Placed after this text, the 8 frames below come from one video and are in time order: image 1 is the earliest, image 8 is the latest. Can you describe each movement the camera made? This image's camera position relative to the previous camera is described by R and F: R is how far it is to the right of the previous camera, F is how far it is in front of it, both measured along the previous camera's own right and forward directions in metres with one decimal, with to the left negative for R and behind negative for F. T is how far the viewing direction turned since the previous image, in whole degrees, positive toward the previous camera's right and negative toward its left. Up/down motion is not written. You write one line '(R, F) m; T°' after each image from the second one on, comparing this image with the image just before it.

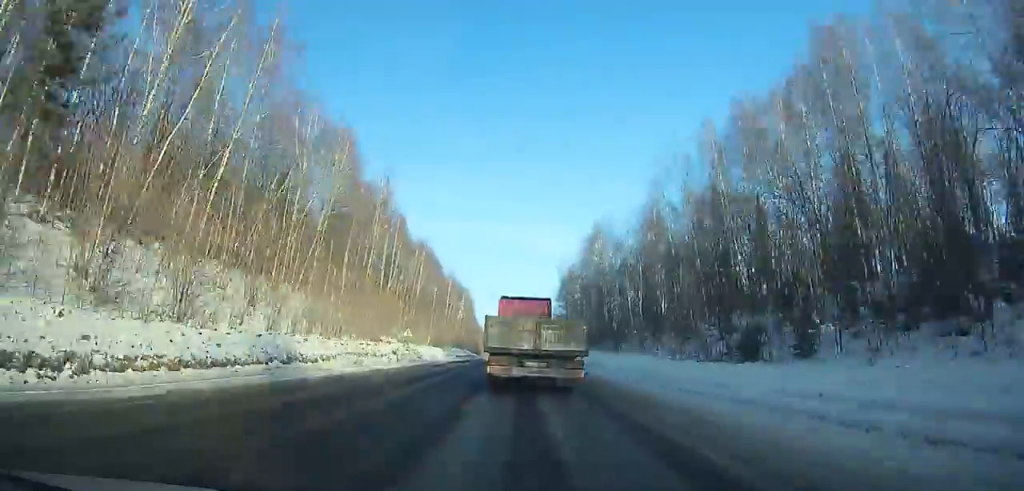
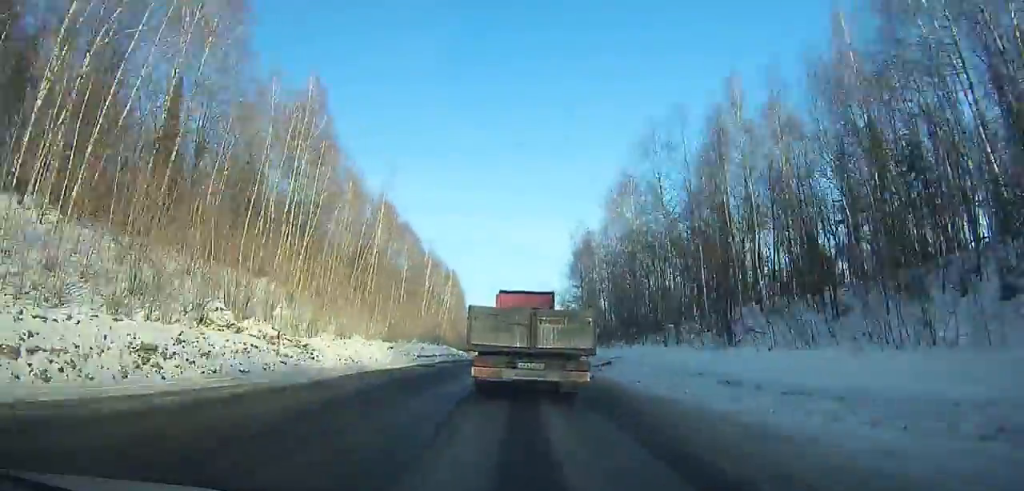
(-0.1, +28.6) m; 0°
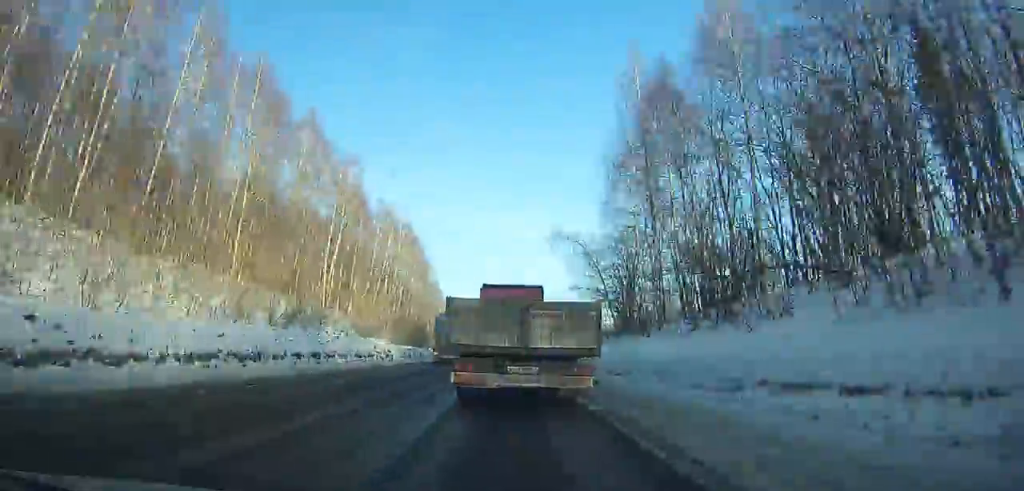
(+0.2, +48.2) m; +1°
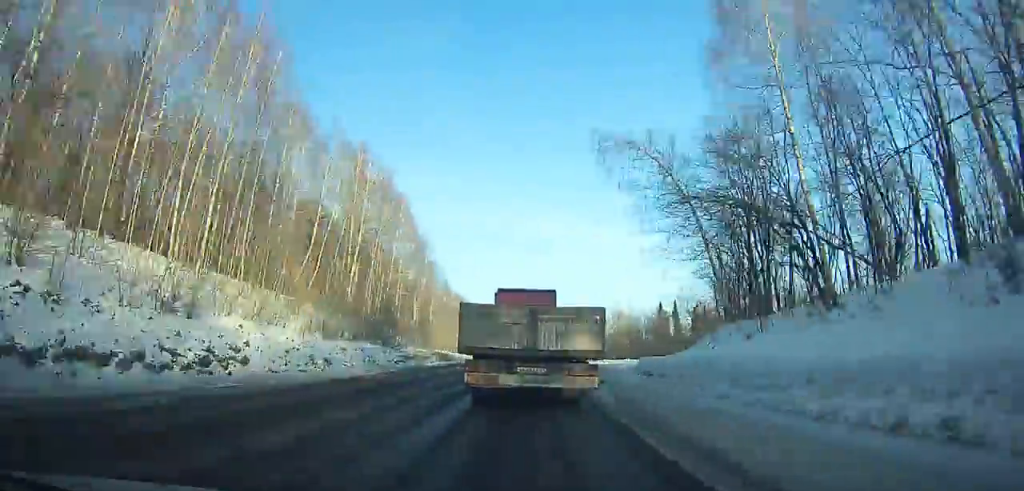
(-0.5, +28.4) m; +4°
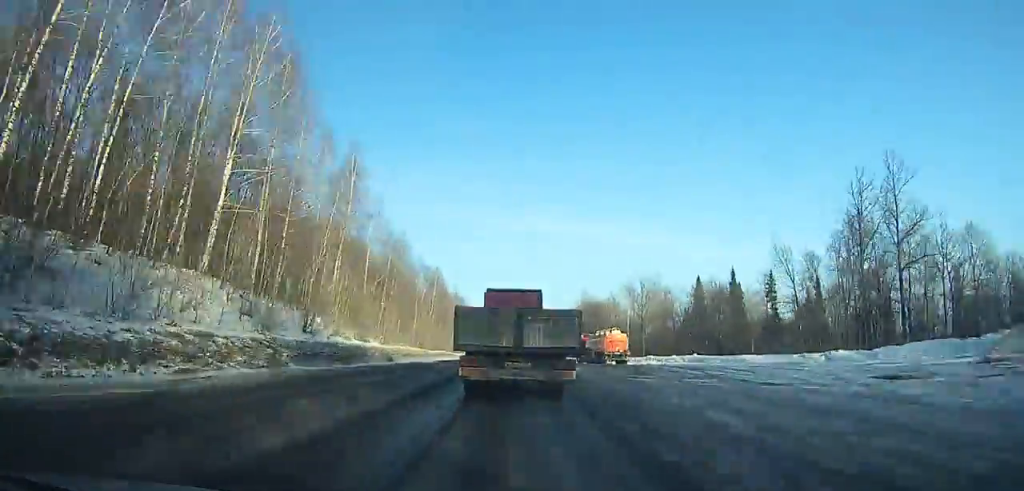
(+3.2, +41.3) m; -3°
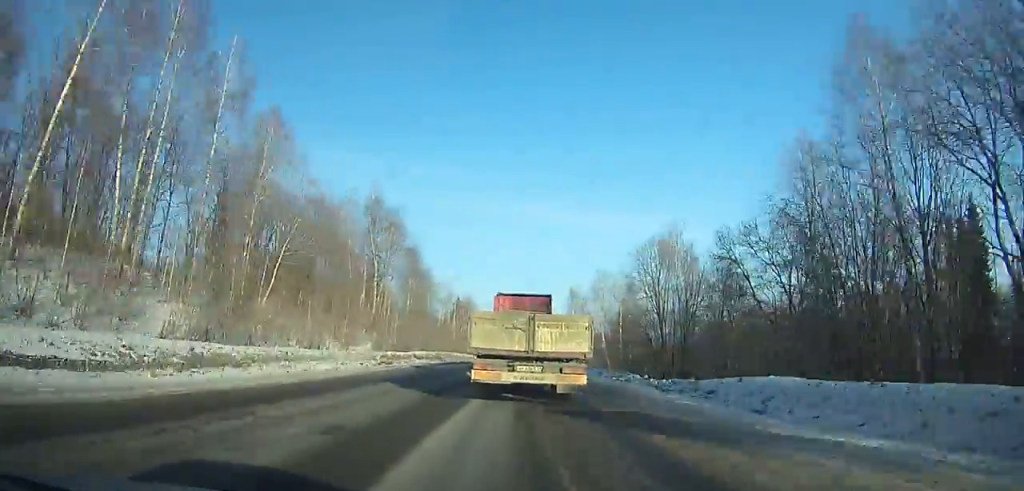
(-9.1, +103.4) m; -1°
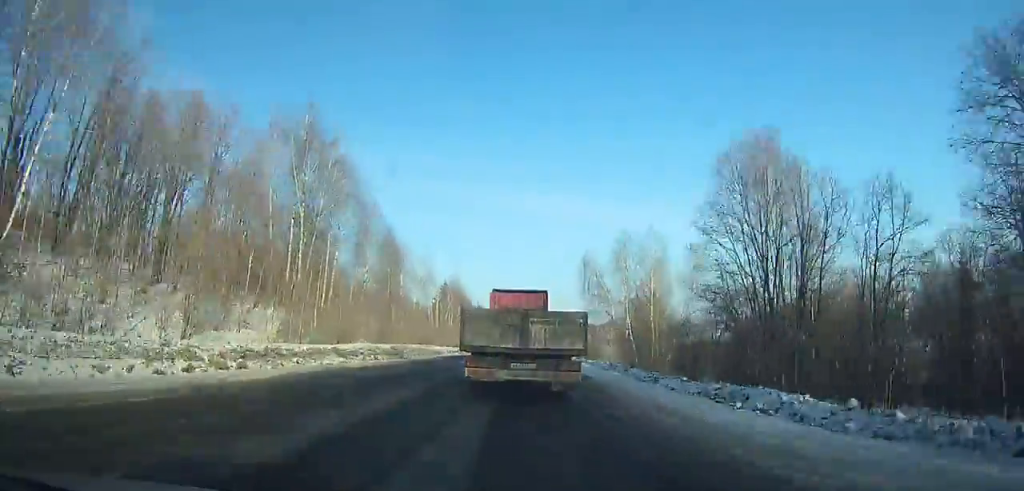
(+0.1, +23.8) m; 0°
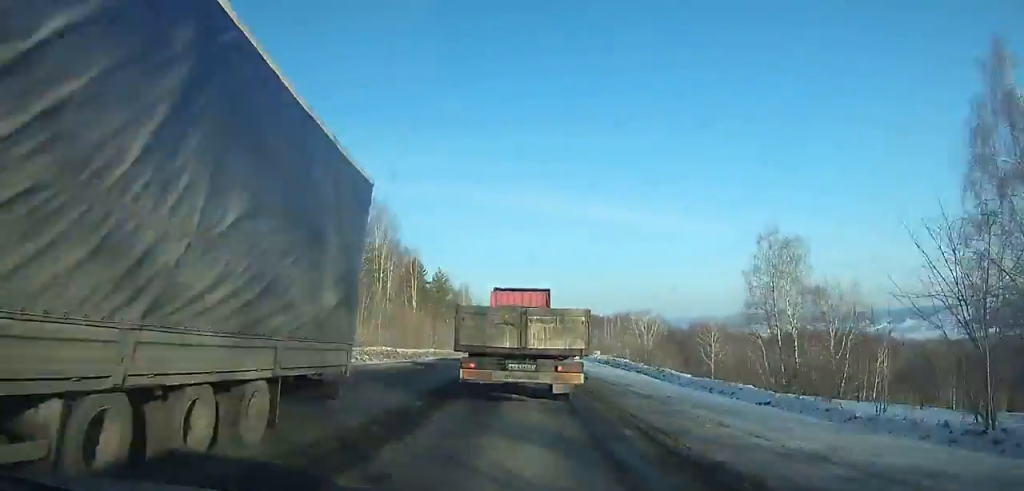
(+0.6, +83.6) m; +1°
